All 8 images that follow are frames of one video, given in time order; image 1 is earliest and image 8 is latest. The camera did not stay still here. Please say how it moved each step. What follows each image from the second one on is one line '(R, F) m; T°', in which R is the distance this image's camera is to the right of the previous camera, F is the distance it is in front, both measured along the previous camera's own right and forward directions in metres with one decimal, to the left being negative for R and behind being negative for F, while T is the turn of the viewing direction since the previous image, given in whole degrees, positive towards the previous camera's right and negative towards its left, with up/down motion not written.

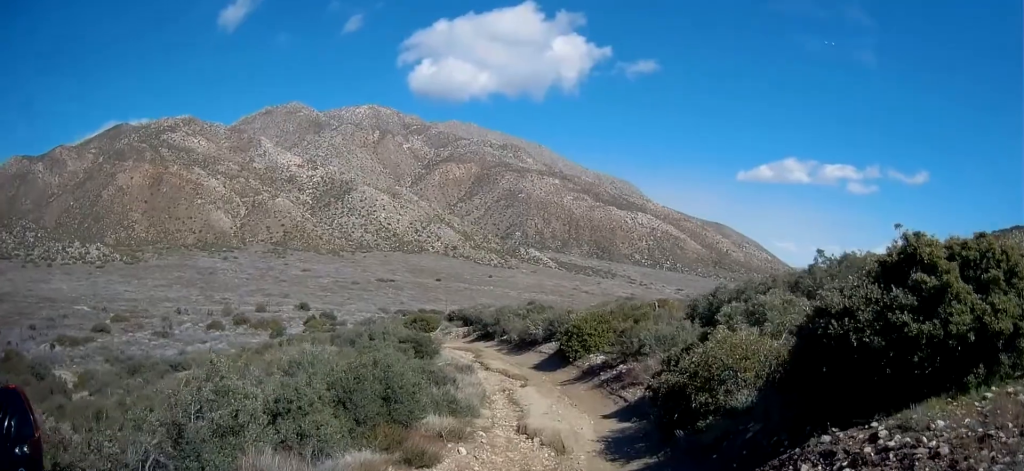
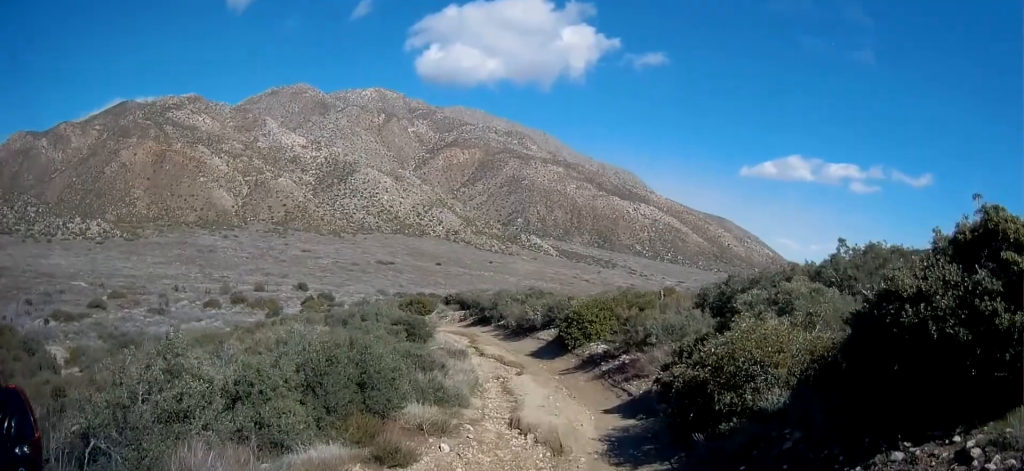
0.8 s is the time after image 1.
(+0.1, +1.2) m; +1°
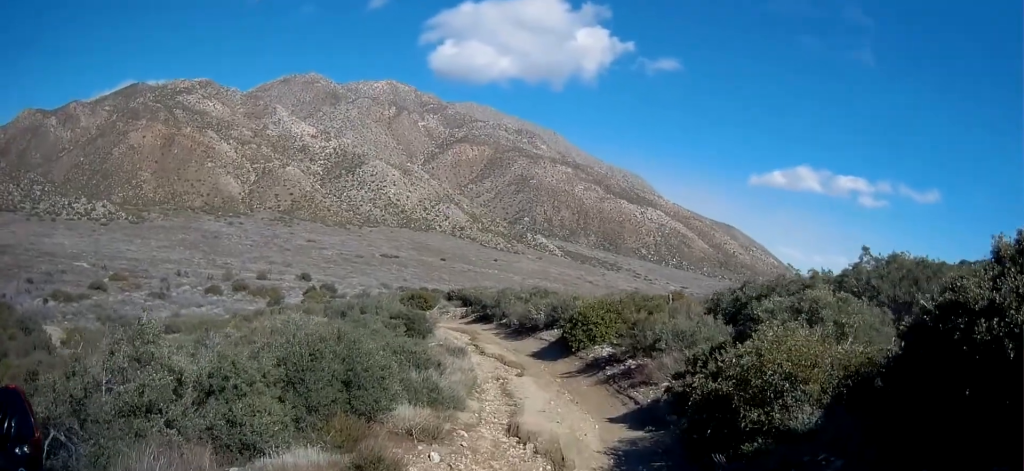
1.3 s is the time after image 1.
(0.0, +0.8) m; -1°
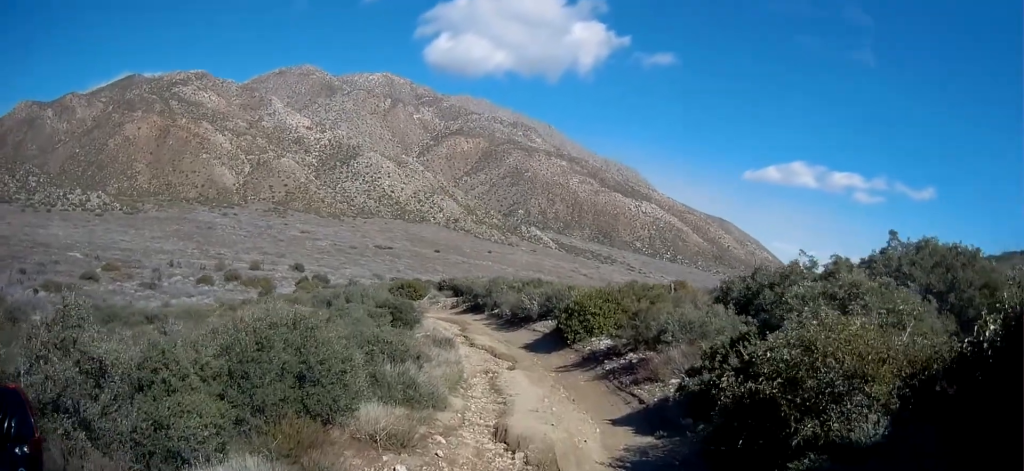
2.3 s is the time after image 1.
(-0.2, +1.5) m; -5°
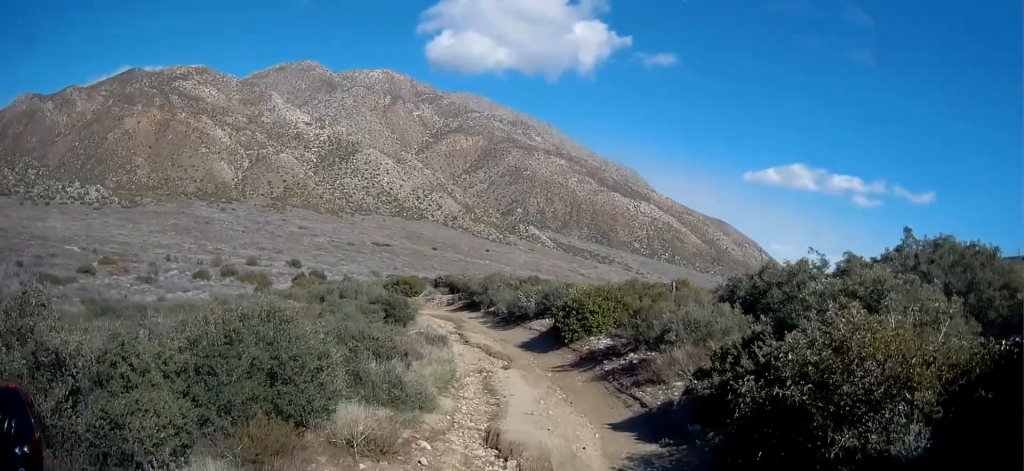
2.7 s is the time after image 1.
(0.0, +0.7) m; +3°
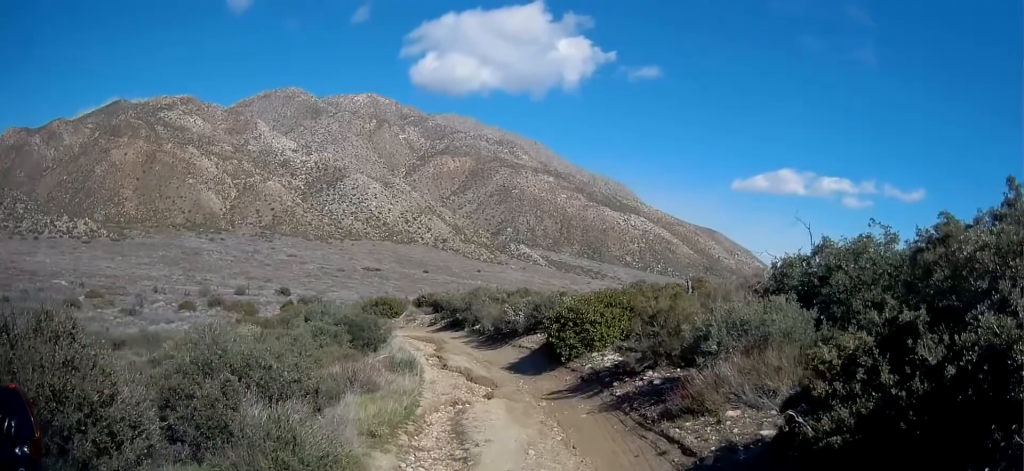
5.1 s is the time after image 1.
(+0.1, +4.1) m; 0°
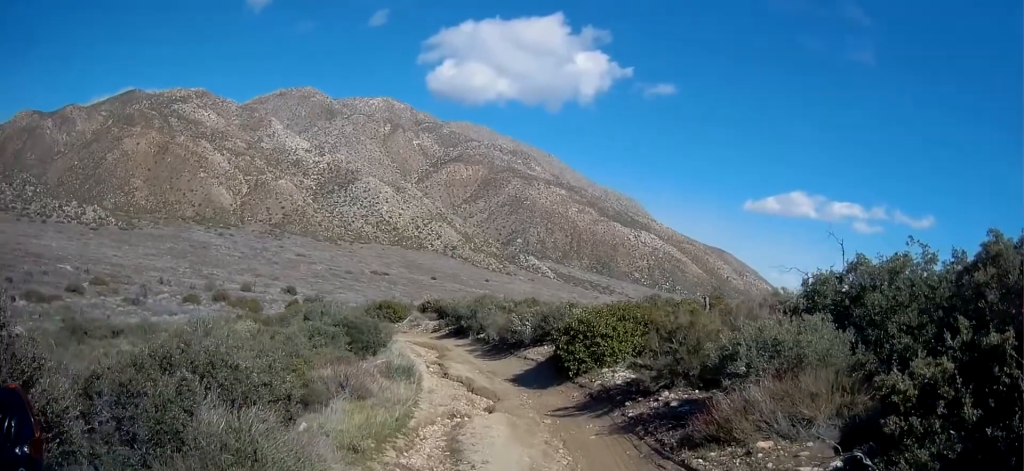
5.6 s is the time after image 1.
(+0.1, +1.1) m; +1°
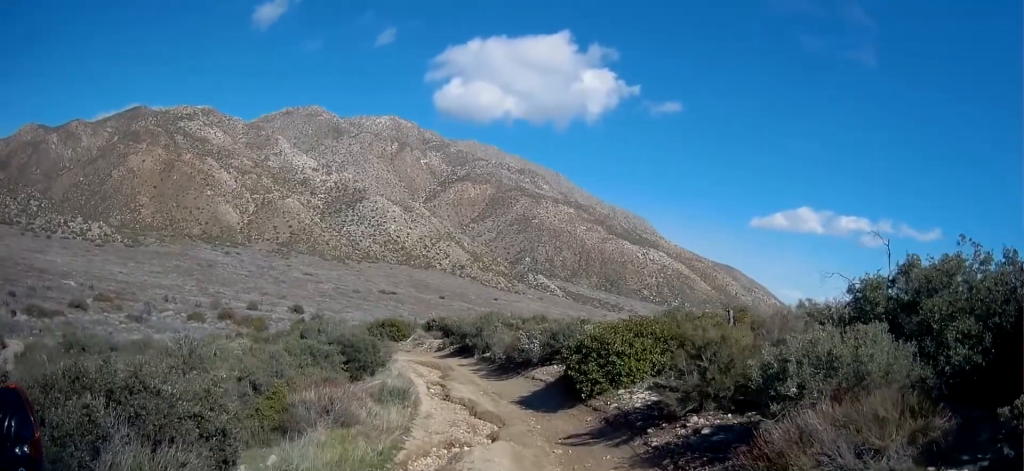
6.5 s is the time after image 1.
(+0.1, +1.6) m; 0°
